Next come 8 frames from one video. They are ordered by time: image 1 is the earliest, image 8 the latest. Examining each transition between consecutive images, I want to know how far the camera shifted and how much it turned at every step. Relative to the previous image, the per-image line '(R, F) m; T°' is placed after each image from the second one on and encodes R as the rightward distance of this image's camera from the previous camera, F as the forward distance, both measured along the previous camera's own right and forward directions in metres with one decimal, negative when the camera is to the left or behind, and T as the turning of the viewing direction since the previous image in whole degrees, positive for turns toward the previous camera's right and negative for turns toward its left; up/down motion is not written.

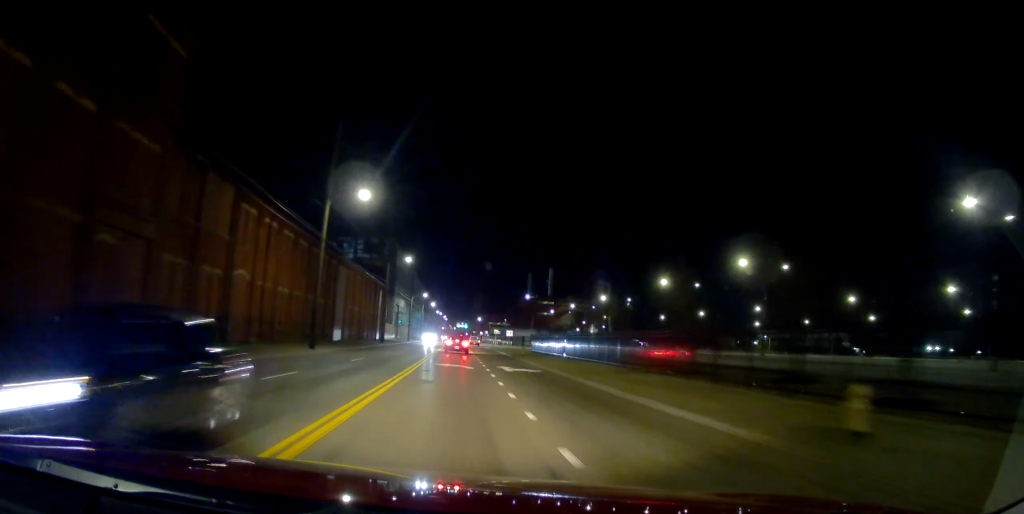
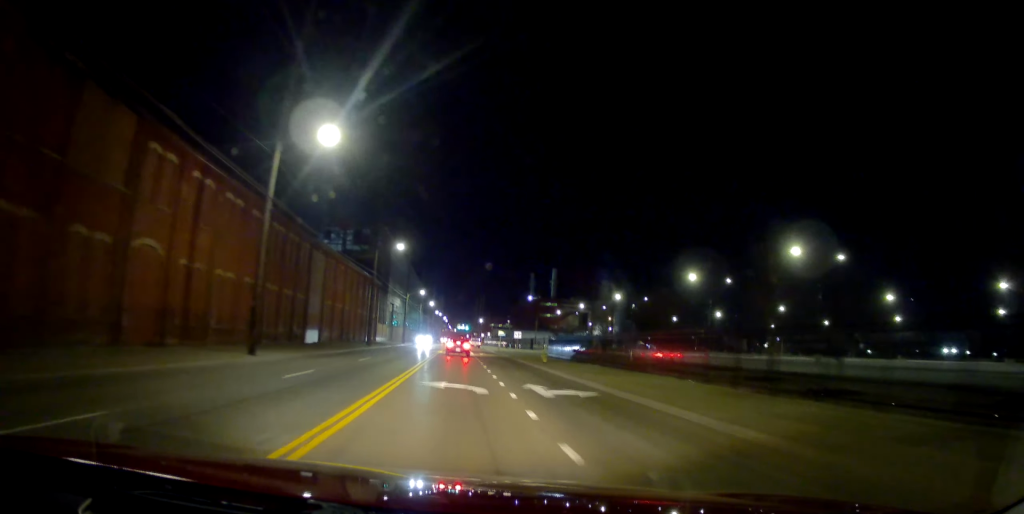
(+0.5, +10.6) m; +1°
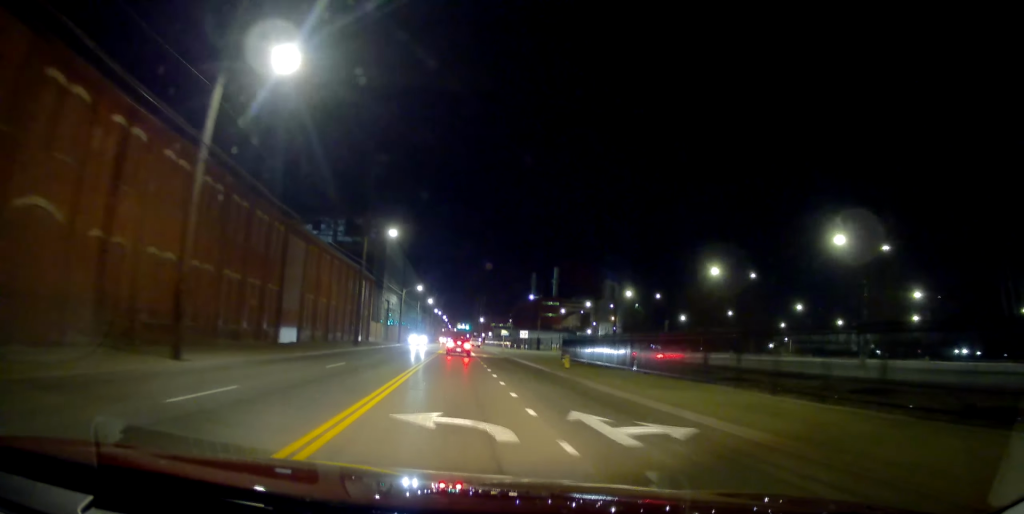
(0.0, +7.0) m; -1°
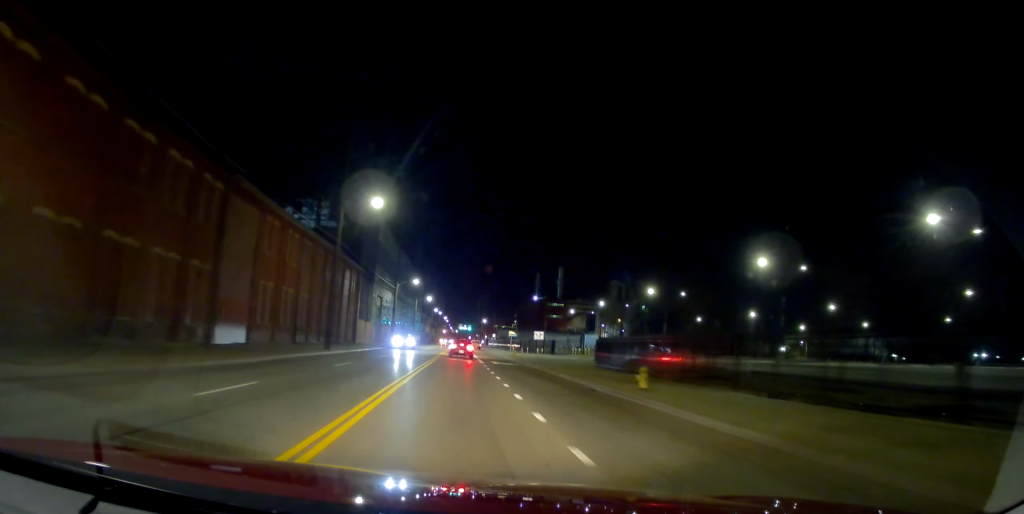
(-0.2, +11.4) m; -2°
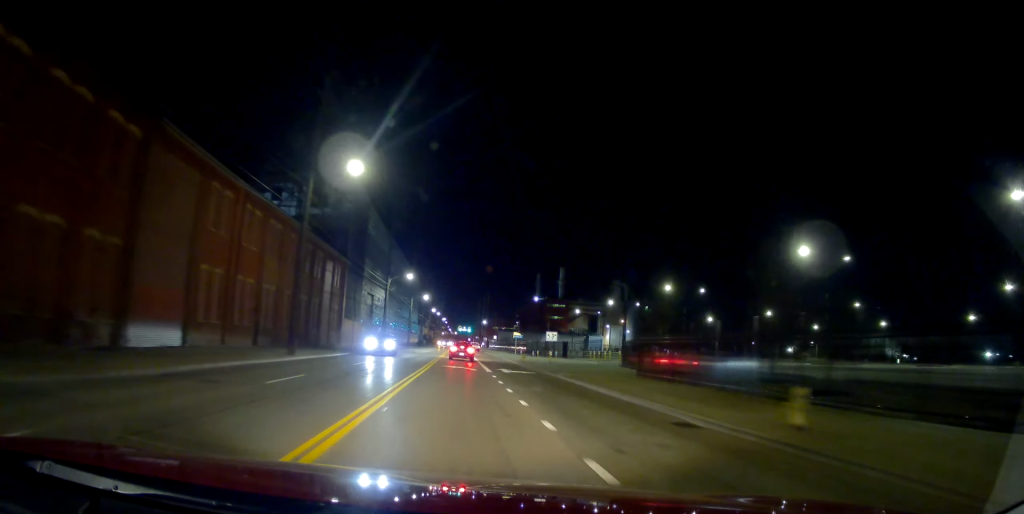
(-0.3, +8.3) m; +1°
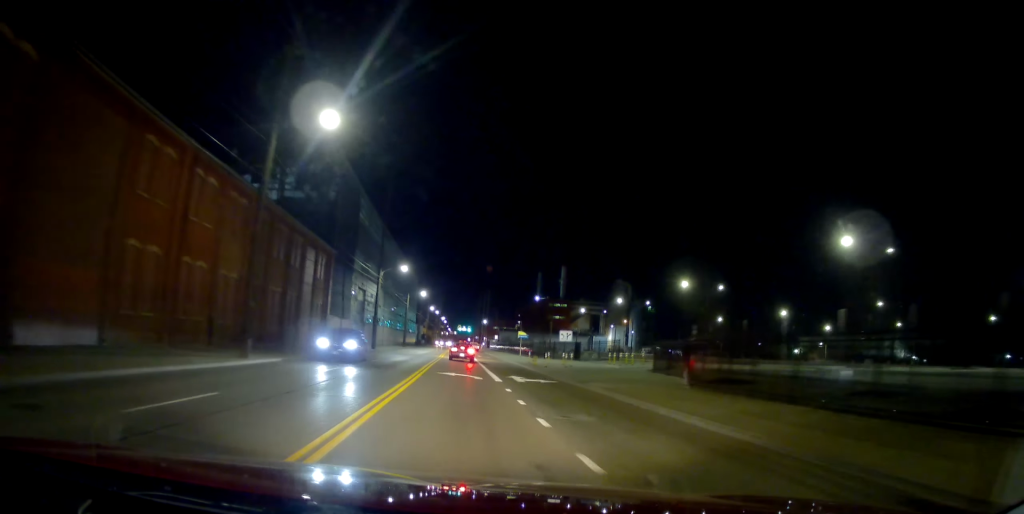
(-0.1, +6.8) m; +1°
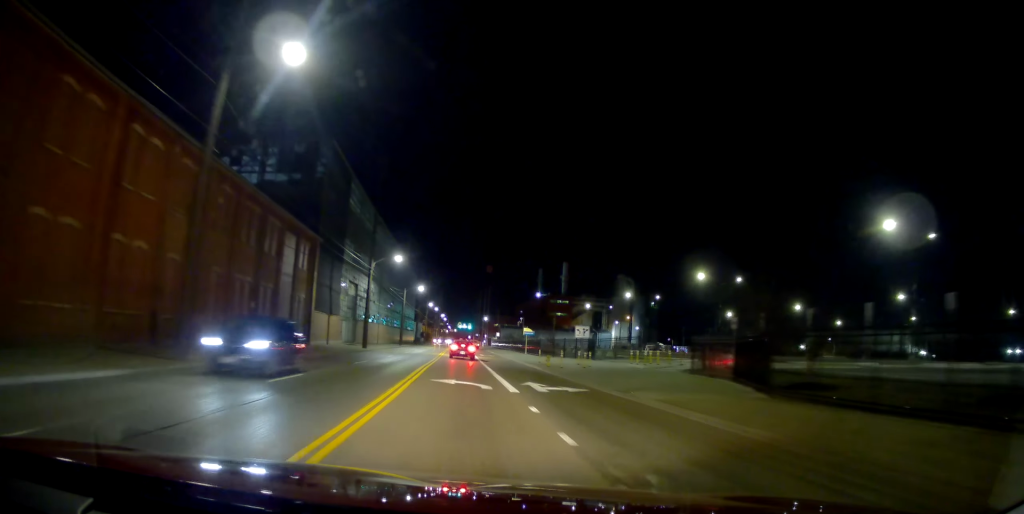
(+0.4, +6.3) m; +1°
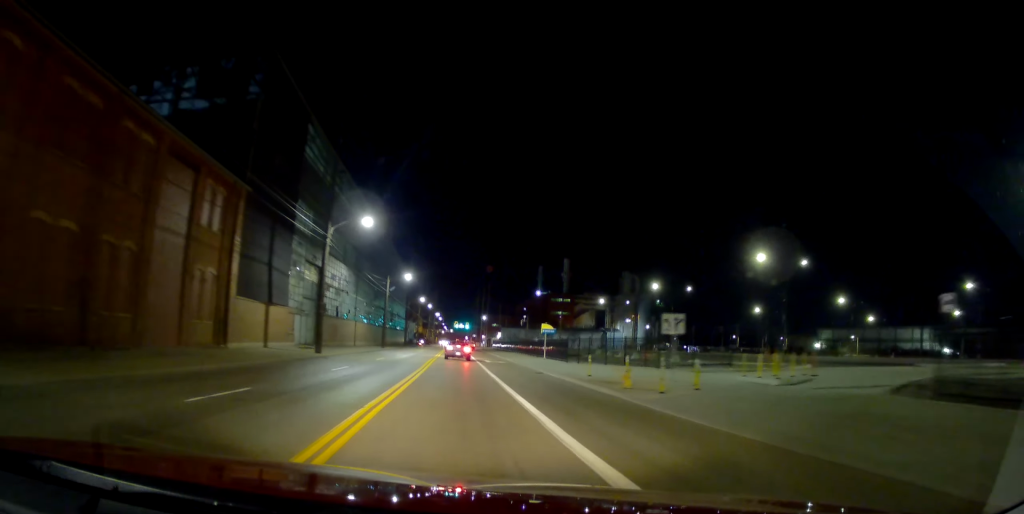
(+0.2, +17.1) m; +2°
